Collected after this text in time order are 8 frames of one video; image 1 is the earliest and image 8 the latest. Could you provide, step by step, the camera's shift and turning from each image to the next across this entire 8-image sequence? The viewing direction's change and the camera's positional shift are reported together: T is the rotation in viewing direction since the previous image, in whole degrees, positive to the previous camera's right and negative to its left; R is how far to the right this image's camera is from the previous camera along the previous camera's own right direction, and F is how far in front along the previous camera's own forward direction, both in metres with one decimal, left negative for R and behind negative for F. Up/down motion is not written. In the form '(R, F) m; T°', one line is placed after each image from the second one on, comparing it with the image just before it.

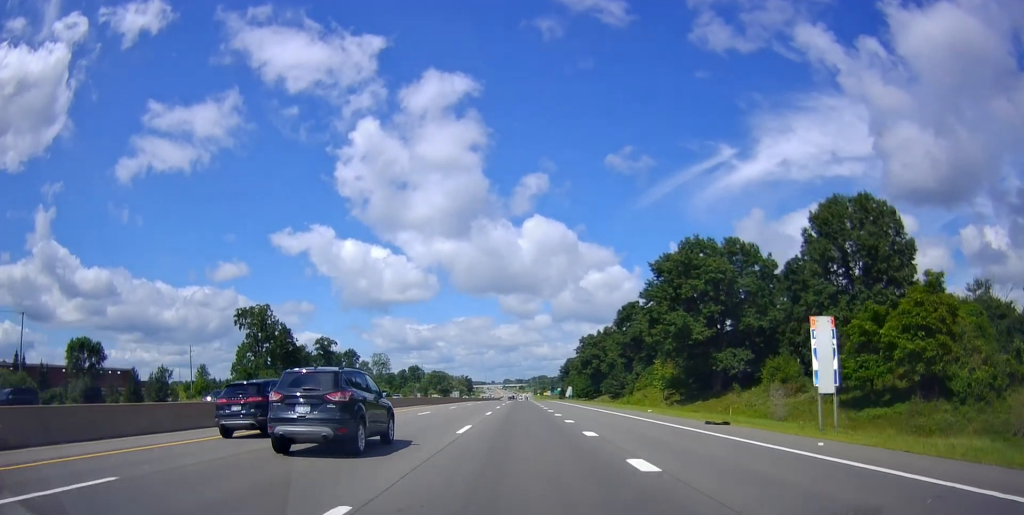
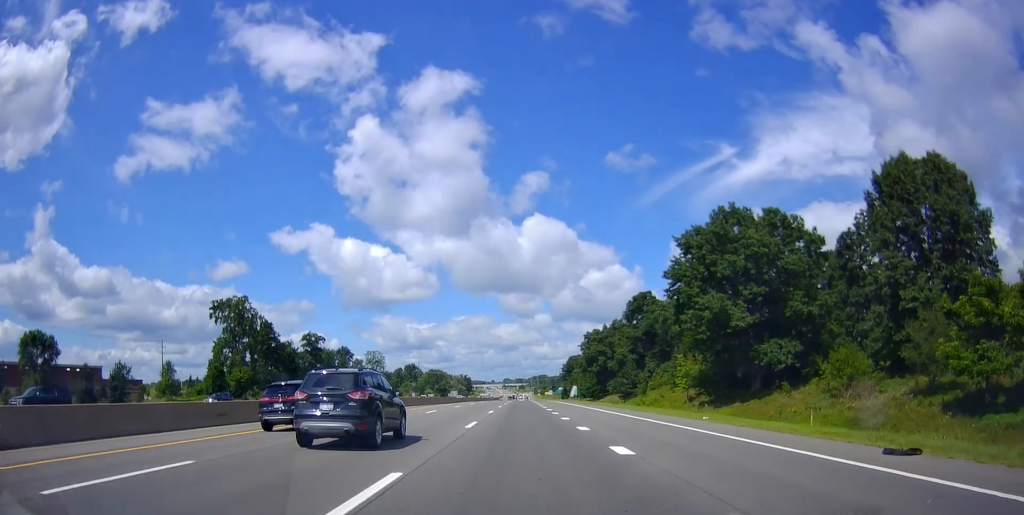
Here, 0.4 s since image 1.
(-0.1, +12.7) m; 0°
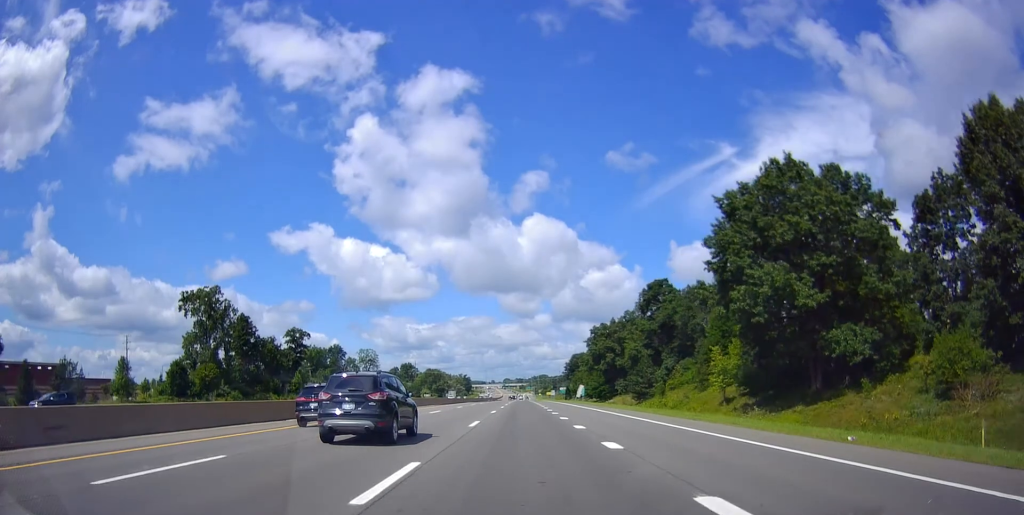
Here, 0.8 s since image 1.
(-0.2, +13.7) m; 0°
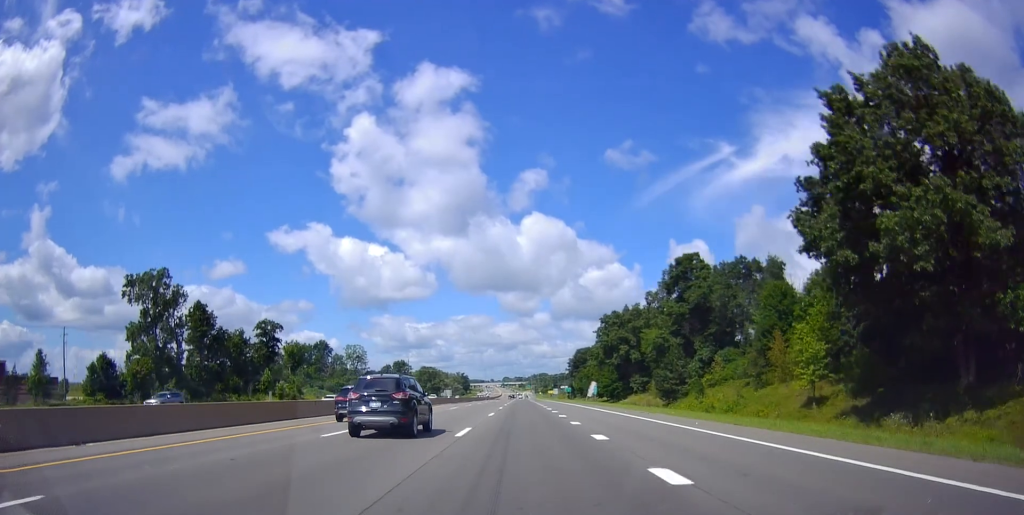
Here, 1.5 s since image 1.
(+0.4, +20.1) m; -1°
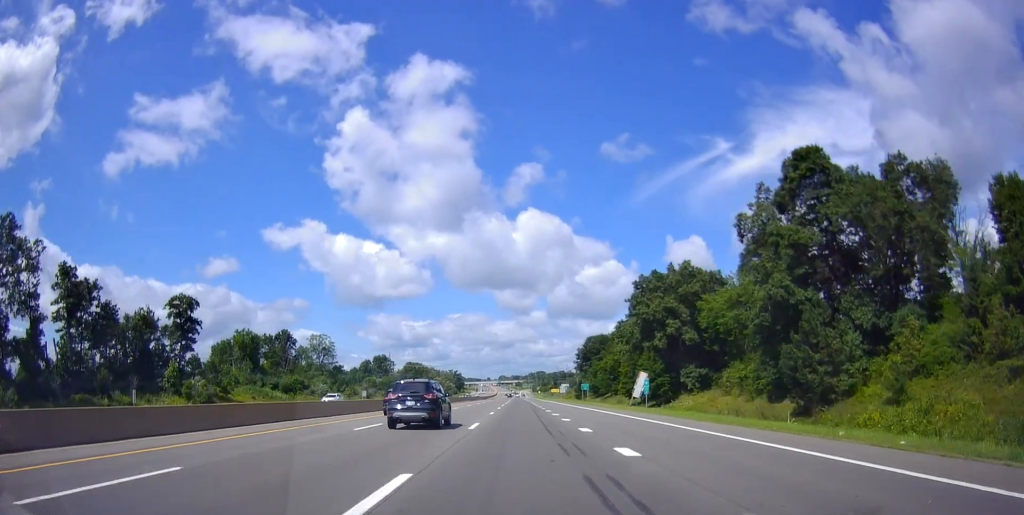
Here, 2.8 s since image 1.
(-0.8, +41.6) m; 0°
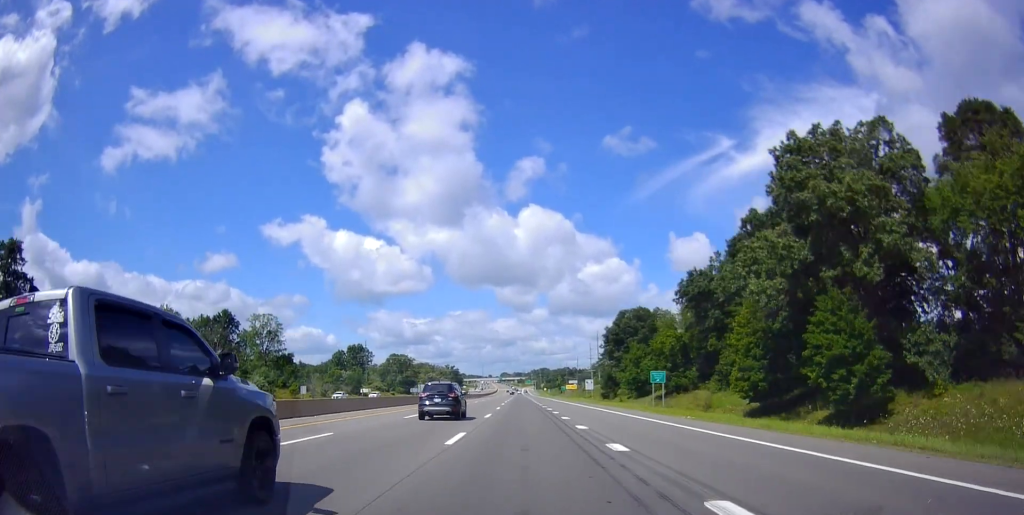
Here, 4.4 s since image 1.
(+1.0, +52.1) m; 0°
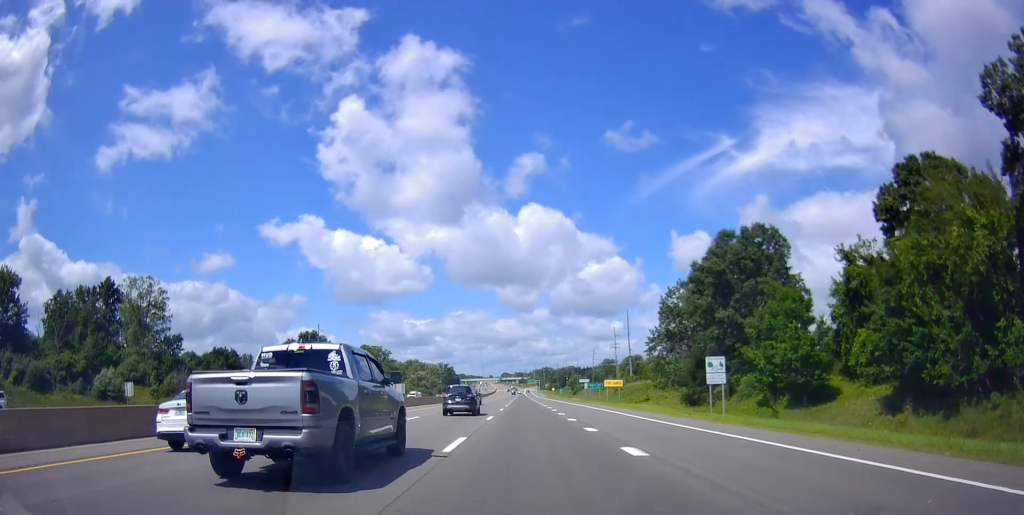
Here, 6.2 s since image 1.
(-0.5, +61.0) m; 0°
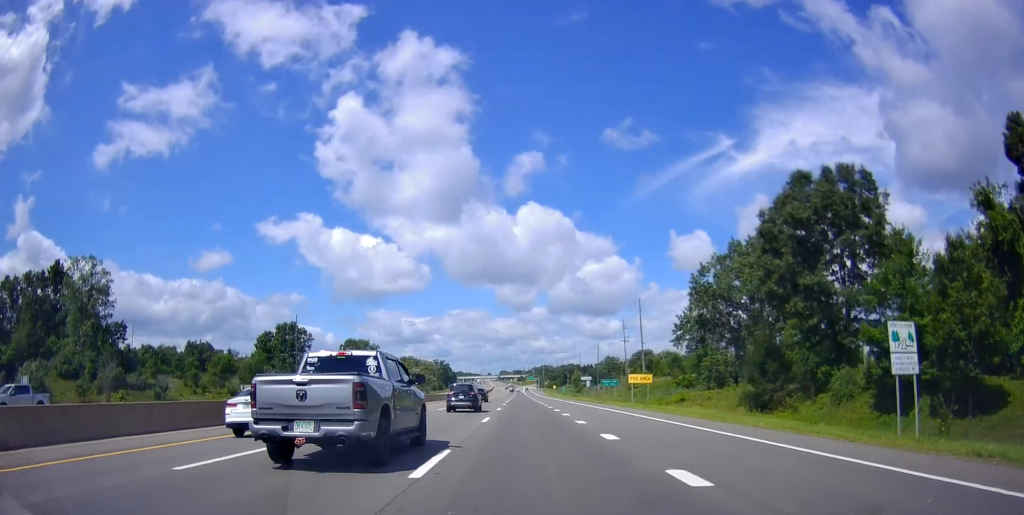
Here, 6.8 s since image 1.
(0.0, +18.6) m; 0°
